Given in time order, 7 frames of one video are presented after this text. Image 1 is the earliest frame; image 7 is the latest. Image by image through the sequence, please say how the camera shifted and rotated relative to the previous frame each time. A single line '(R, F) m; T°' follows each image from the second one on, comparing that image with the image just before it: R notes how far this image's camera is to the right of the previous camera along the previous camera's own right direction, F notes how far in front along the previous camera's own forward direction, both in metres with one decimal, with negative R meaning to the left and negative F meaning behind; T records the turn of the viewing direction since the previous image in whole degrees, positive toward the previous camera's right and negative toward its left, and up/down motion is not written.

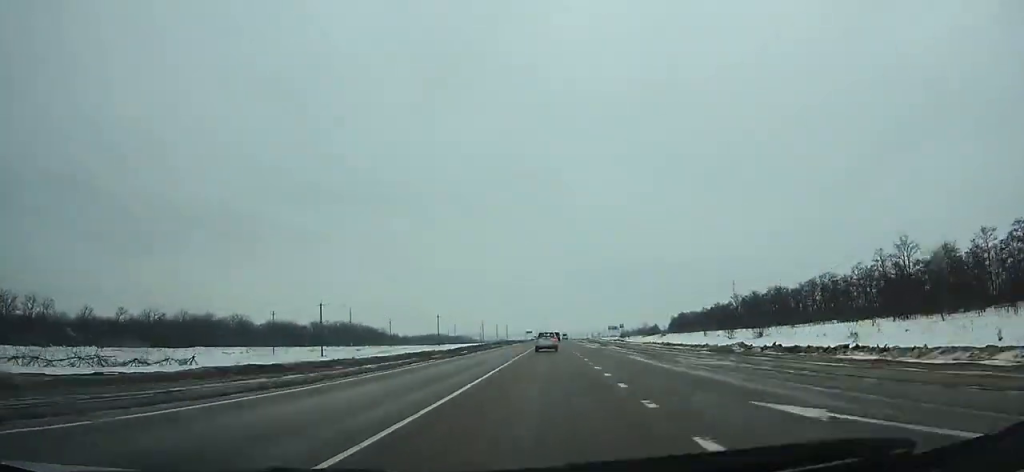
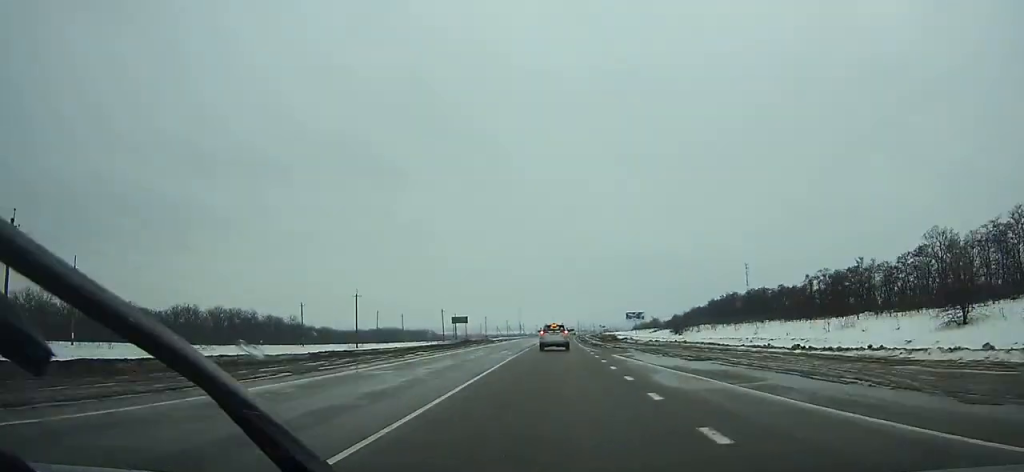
(+1.8, +131.3) m; +2°
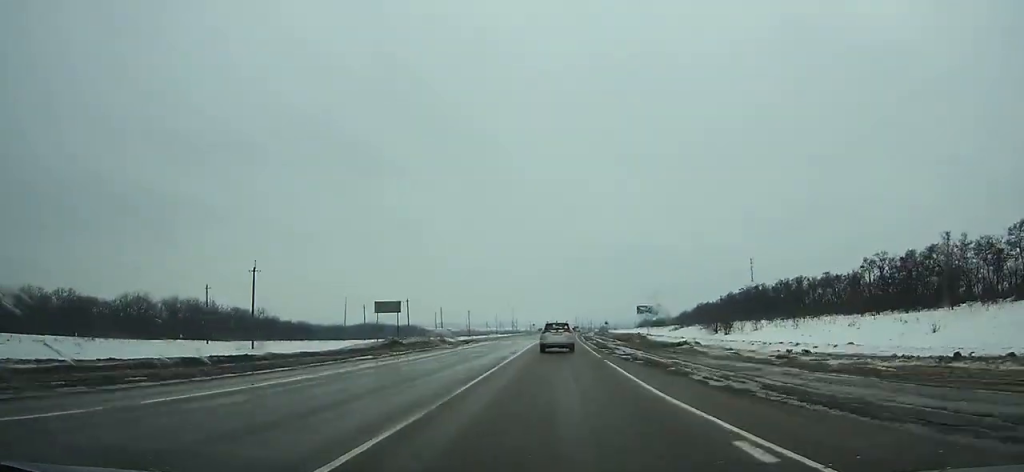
(+0.2, +32.2) m; +1°
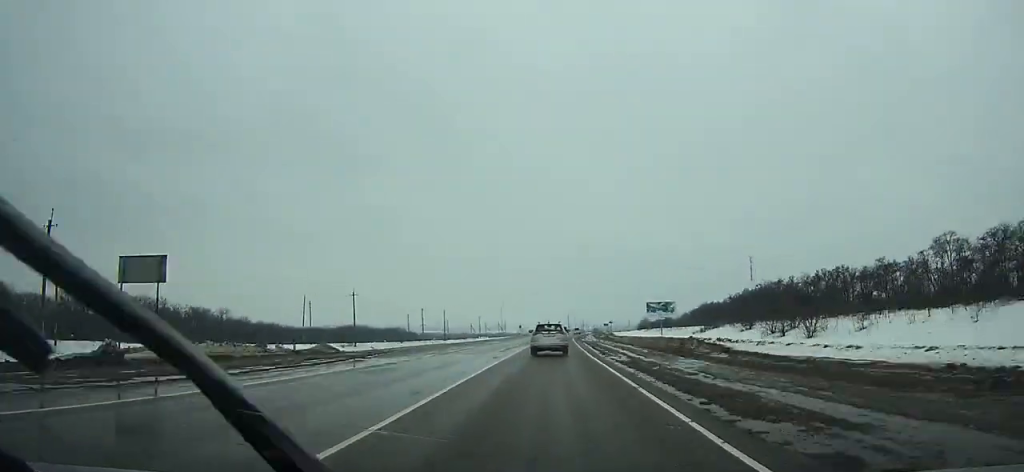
(+0.1, +28.6) m; +1°
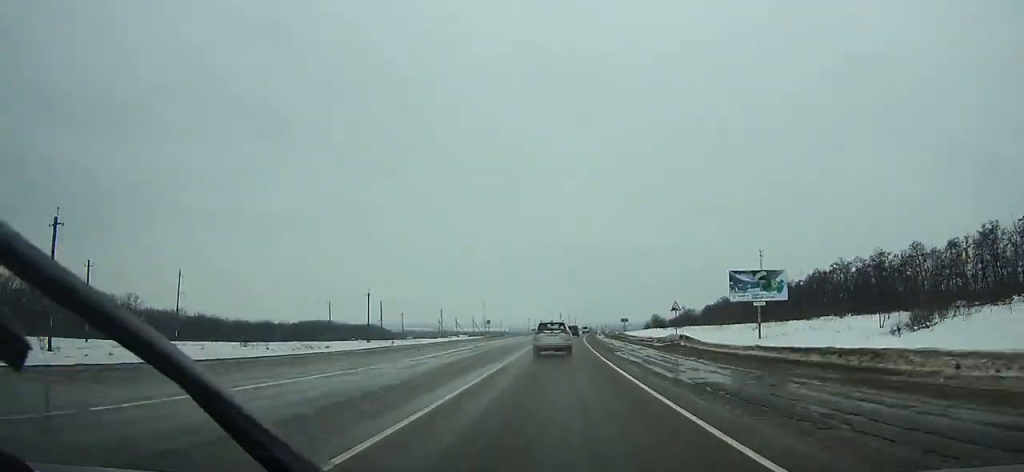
(+0.7, +64.2) m; +2°
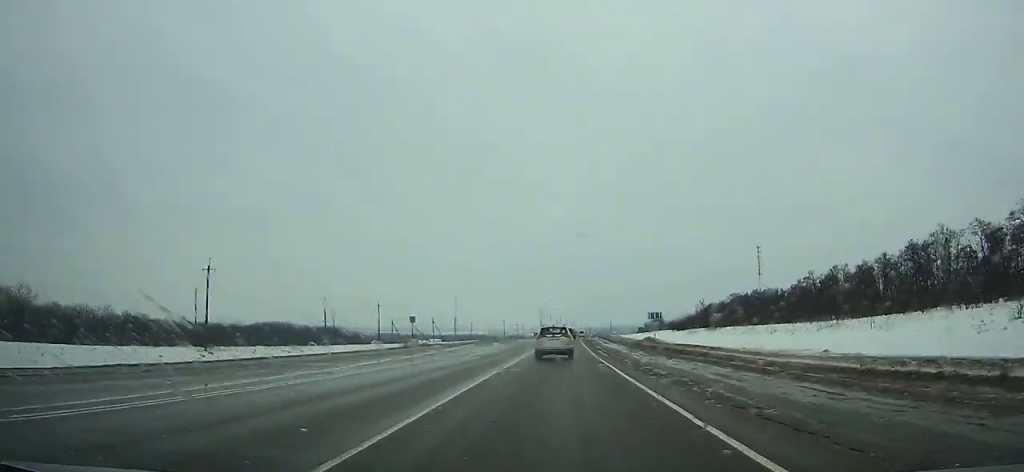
(+0.7, +47.0) m; +2°
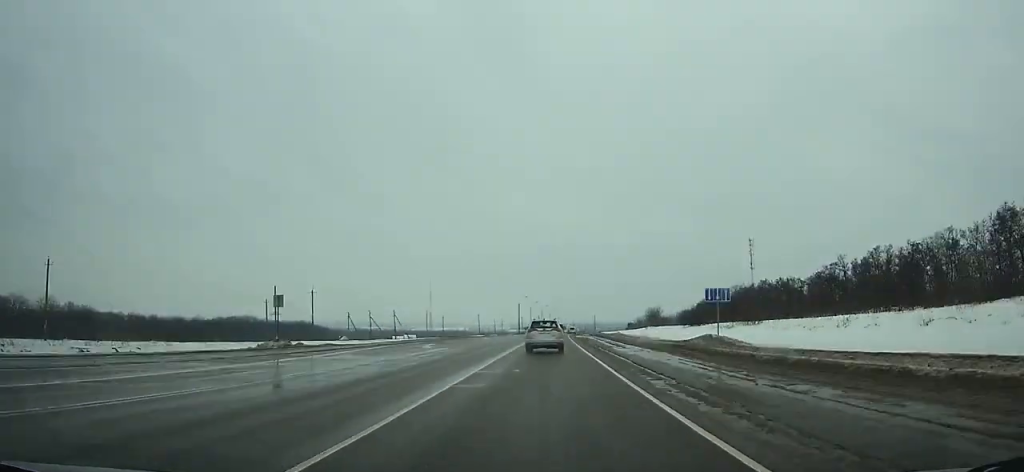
(+0.4, +27.2) m; +1°
